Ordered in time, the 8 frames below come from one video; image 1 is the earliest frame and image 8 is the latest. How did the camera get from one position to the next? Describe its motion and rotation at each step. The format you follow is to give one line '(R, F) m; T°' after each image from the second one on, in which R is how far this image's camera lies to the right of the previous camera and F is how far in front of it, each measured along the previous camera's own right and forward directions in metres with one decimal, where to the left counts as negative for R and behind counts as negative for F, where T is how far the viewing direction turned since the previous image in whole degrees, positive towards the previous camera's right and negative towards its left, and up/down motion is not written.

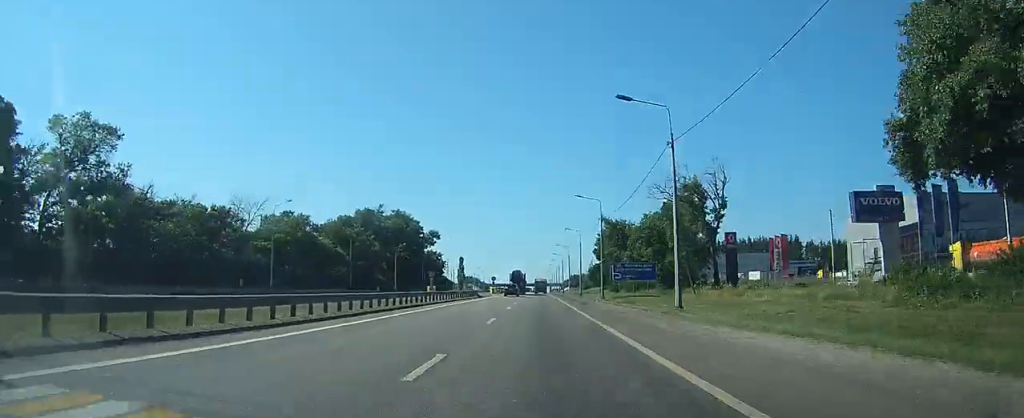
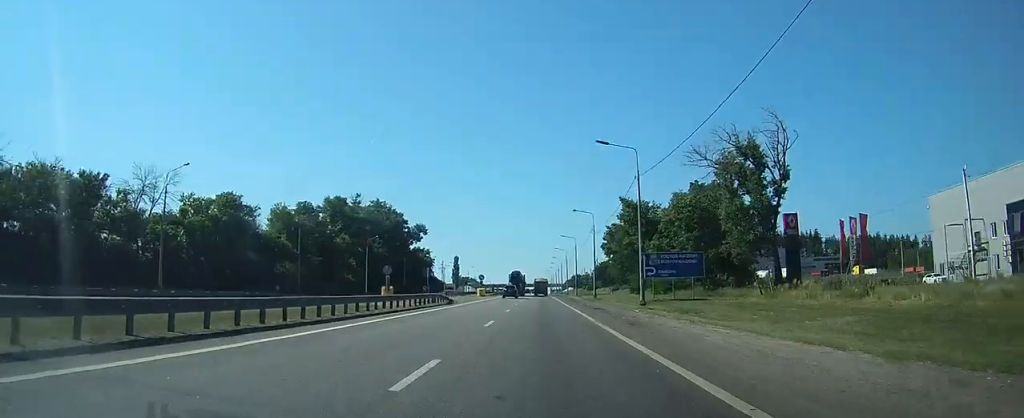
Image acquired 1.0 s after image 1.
(0.0, +25.4) m; 0°
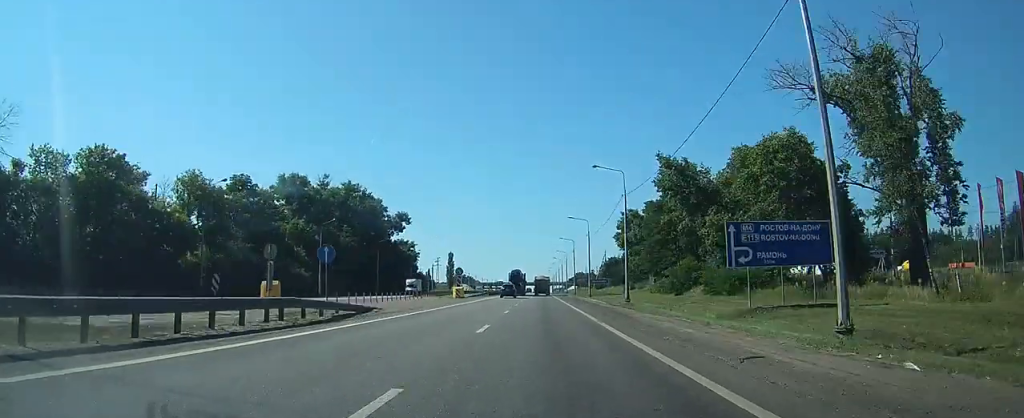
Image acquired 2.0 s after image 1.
(+0.1, +27.5) m; 0°
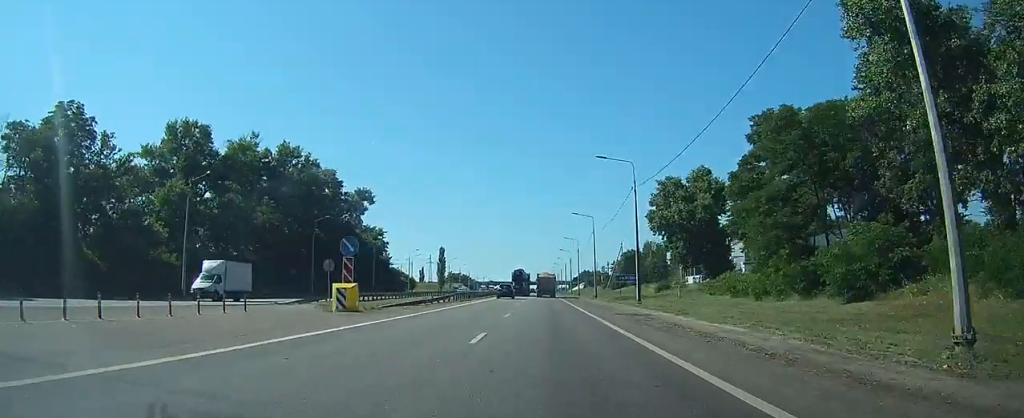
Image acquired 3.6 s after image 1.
(0.0, +39.6) m; 0°
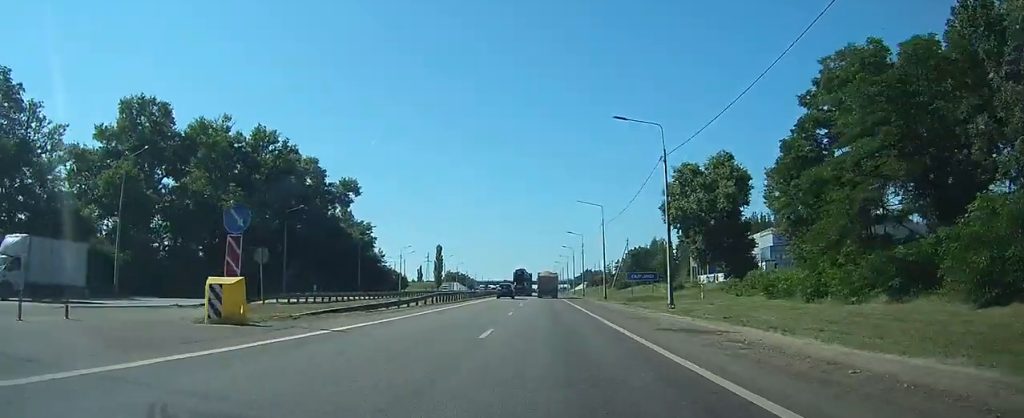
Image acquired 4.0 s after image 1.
(0.0, +10.7) m; 0°
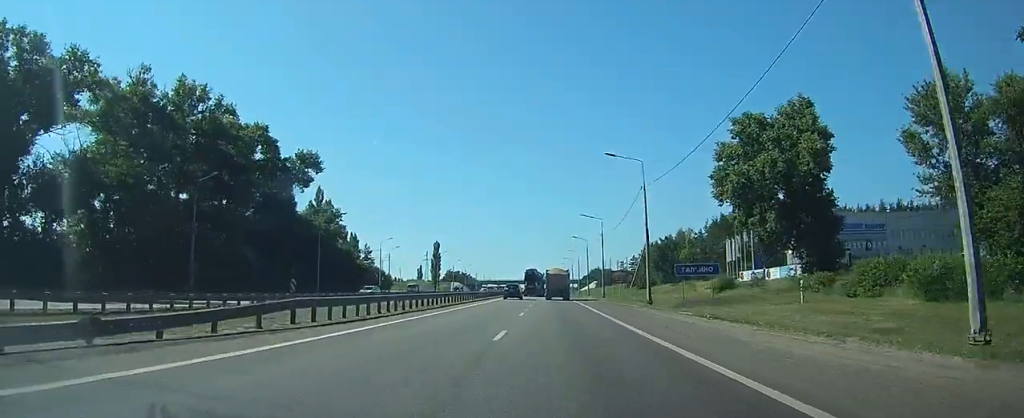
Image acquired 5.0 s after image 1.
(0.0, +24.6) m; -1°
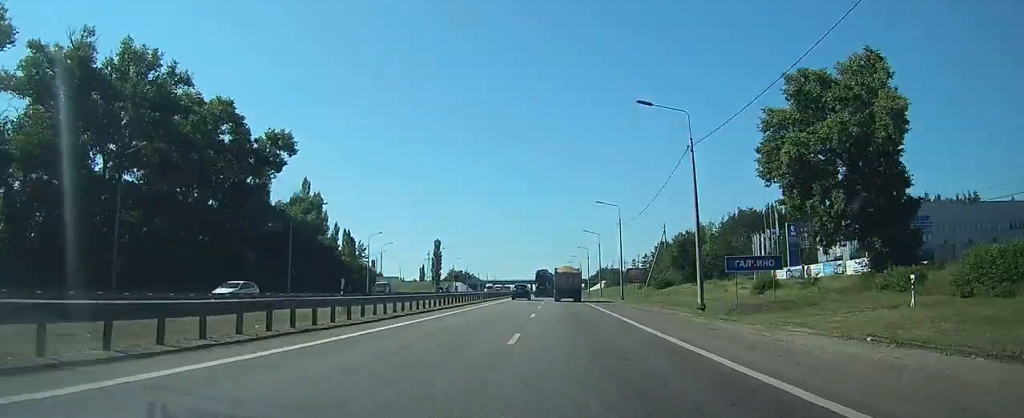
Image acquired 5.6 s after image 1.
(0.0, +13.0) m; 0°
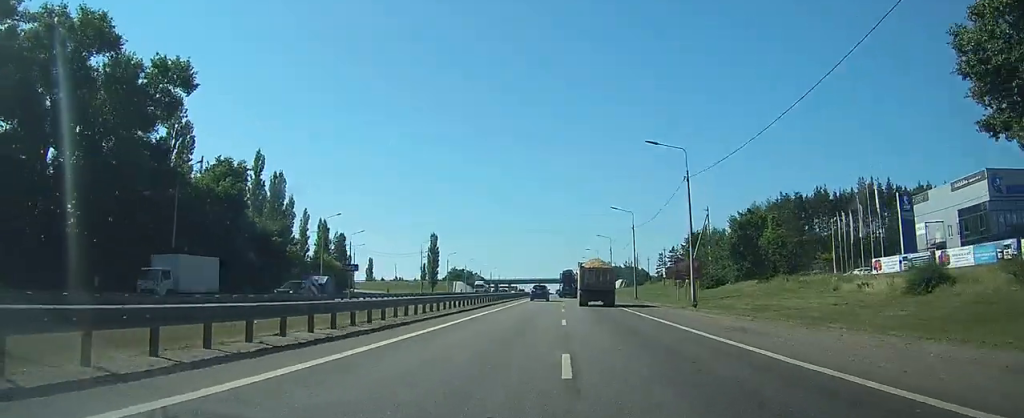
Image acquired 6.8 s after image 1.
(-0.3, +28.8) m; -1°
